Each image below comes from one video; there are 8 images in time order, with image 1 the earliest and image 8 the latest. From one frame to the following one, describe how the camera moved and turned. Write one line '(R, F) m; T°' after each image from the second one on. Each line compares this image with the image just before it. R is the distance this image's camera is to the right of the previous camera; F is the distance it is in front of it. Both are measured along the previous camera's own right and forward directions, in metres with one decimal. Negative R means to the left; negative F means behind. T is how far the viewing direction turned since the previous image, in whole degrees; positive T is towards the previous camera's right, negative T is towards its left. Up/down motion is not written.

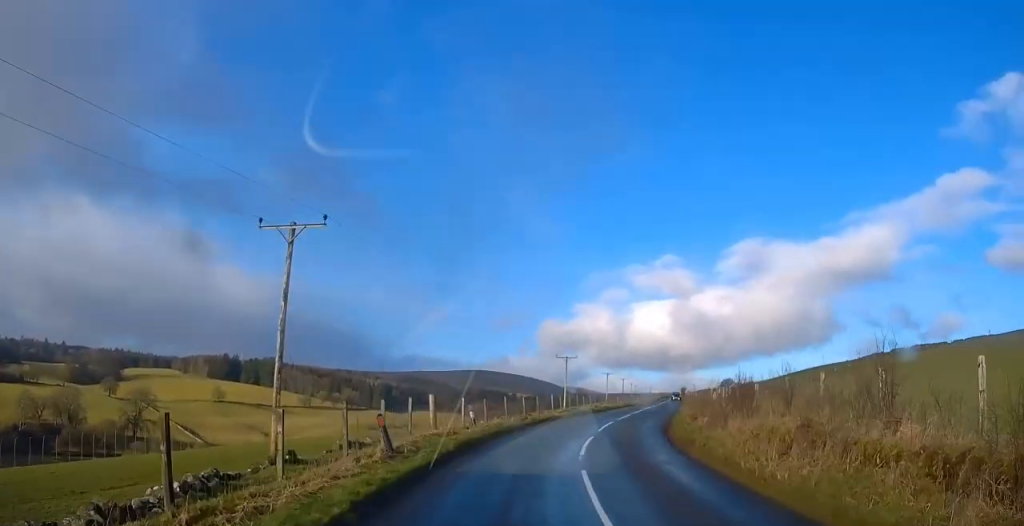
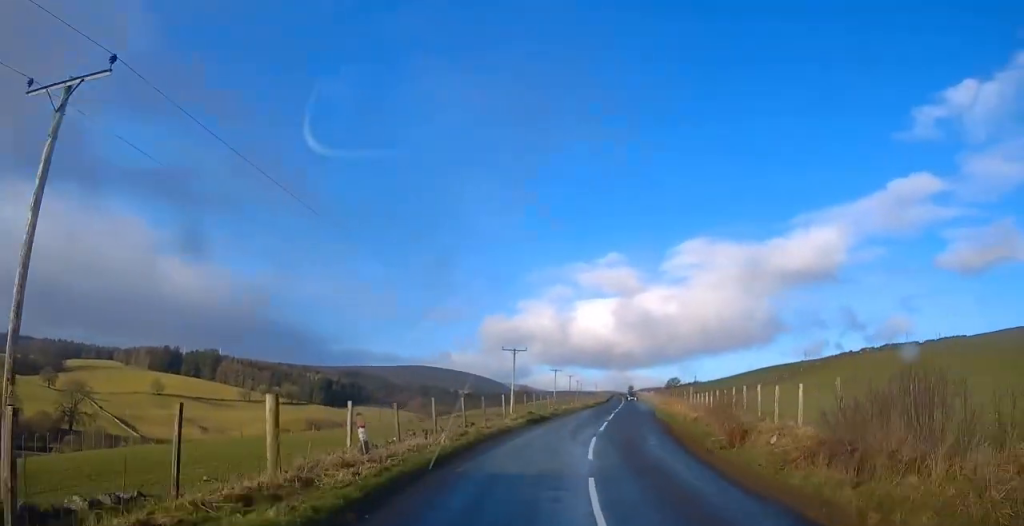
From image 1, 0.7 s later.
(+0.2, +10.0) m; +4°
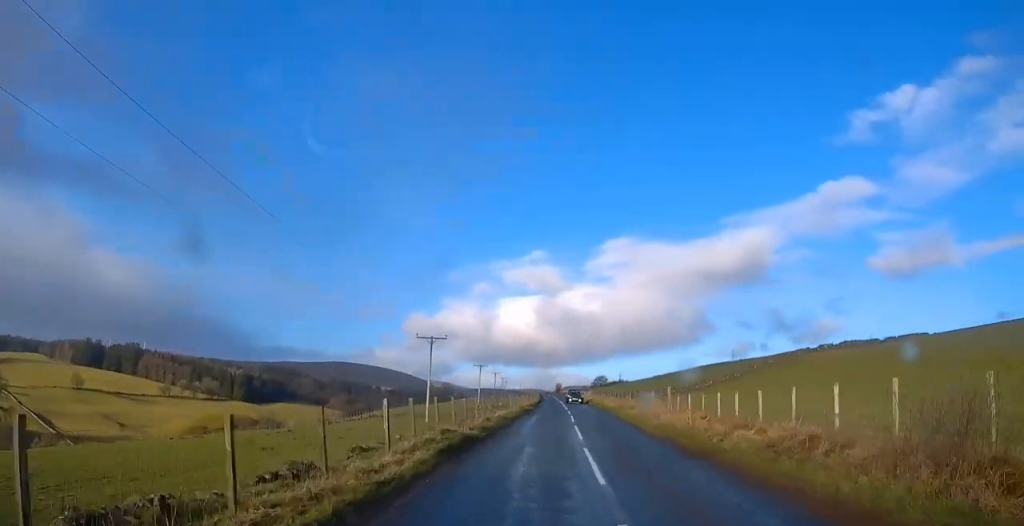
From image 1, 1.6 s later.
(+0.7, +13.1) m; +6°
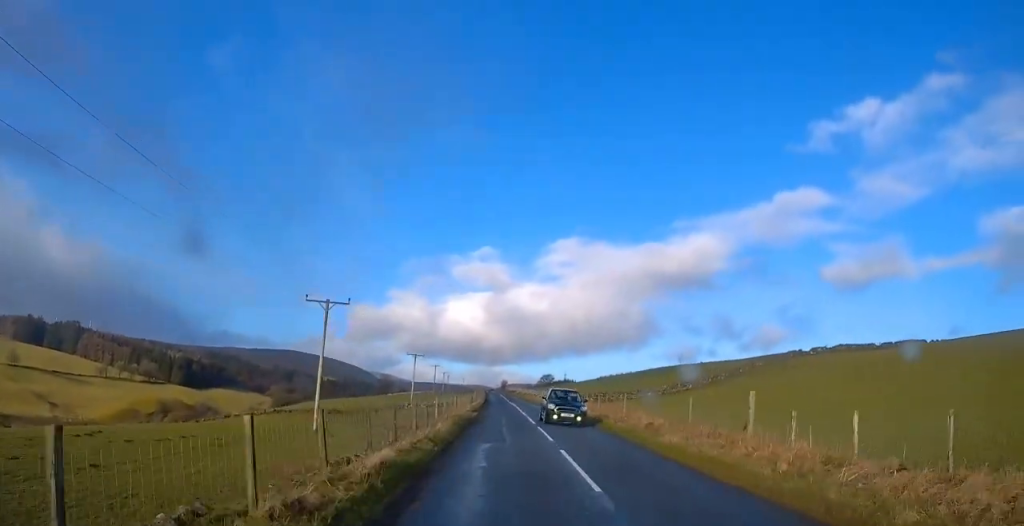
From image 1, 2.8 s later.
(+1.1, +18.4) m; +5°
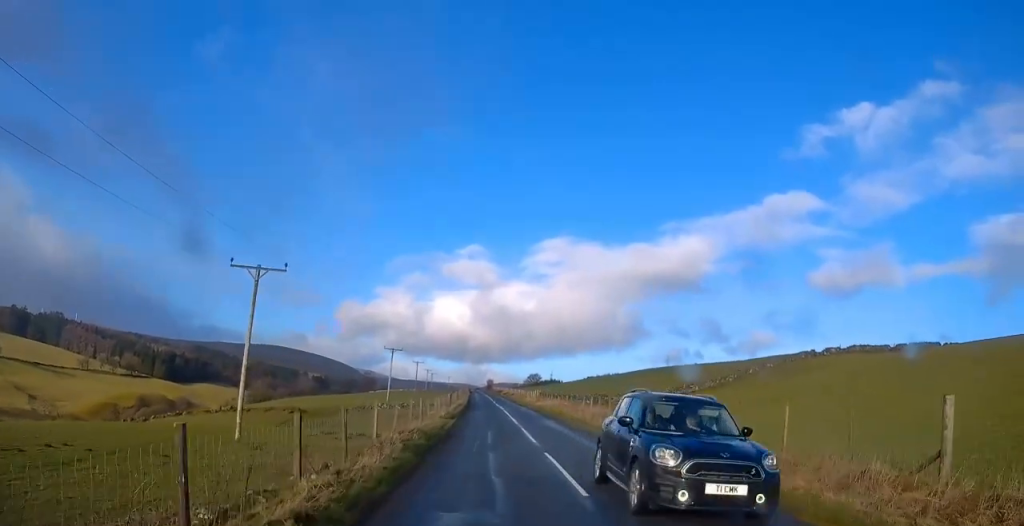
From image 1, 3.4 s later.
(+0.1, +9.0) m; +1°
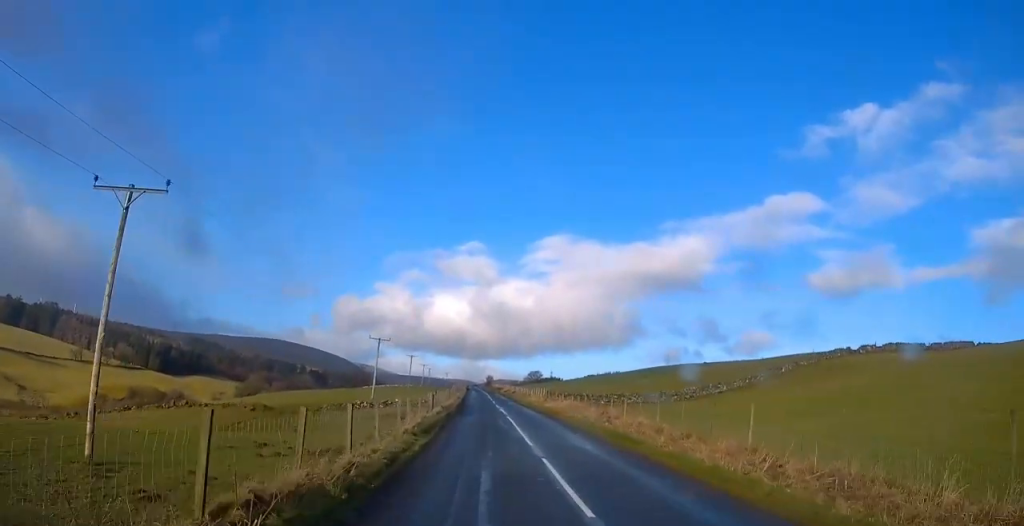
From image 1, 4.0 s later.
(+0.2, +10.5) m; +1°
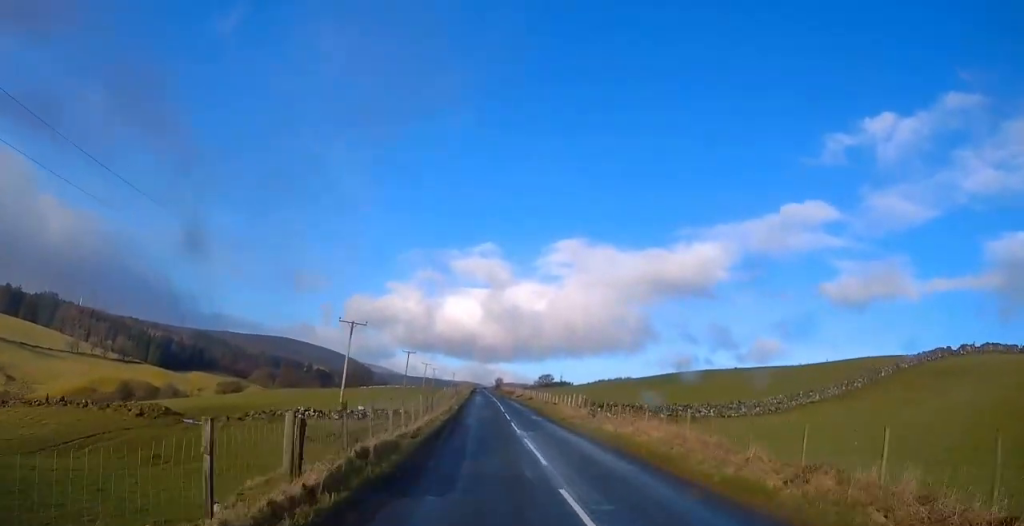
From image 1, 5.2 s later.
(+0.2, +20.4) m; +1°
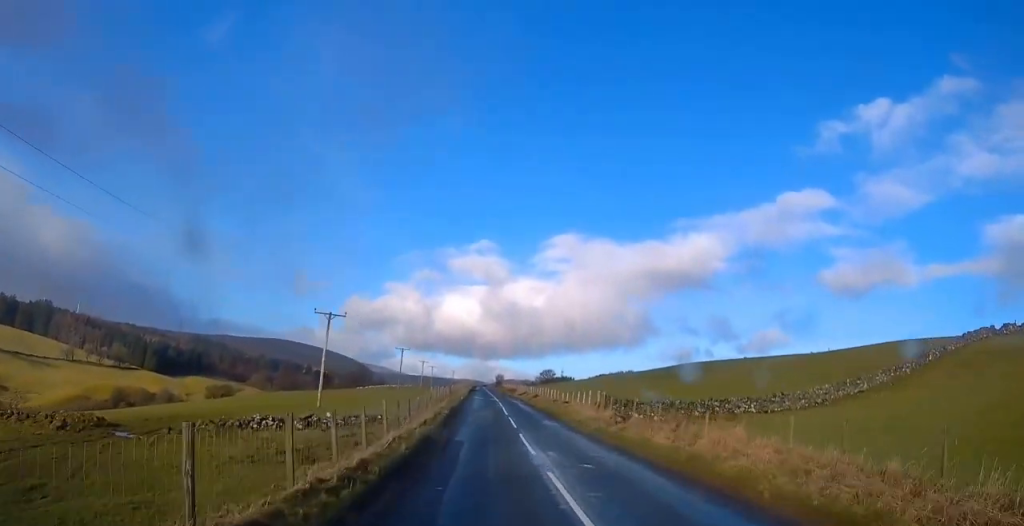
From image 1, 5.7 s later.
(0.0, +7.9) m; 0°
